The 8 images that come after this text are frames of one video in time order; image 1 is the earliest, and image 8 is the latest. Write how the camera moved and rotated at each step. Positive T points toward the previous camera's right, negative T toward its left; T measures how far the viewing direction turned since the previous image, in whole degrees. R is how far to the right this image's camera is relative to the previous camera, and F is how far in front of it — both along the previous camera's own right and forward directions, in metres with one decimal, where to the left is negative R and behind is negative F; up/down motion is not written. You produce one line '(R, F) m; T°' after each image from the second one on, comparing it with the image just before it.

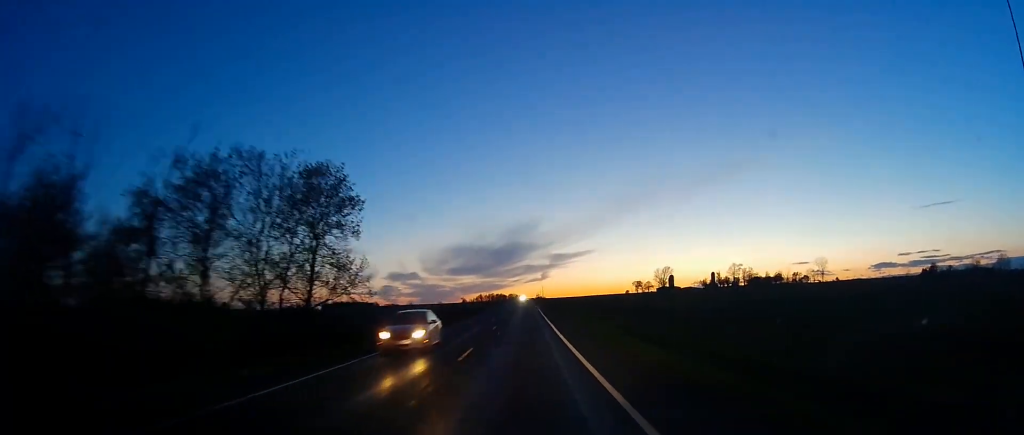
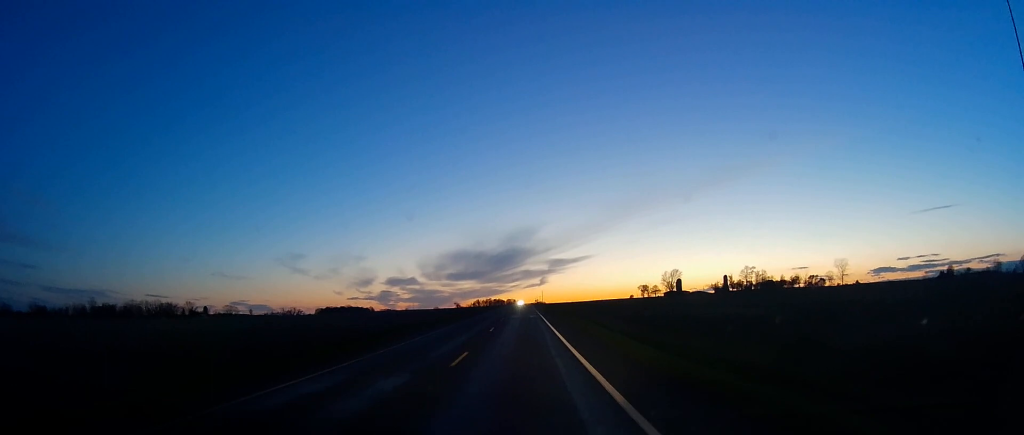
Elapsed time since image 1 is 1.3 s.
(0.0, +33.2) m; 0°
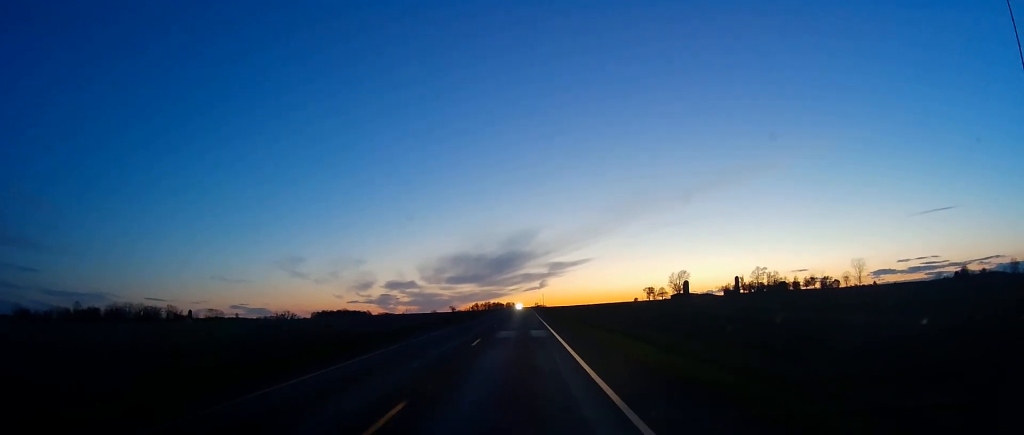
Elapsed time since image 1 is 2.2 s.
(0.0, +25.4) m; 0°
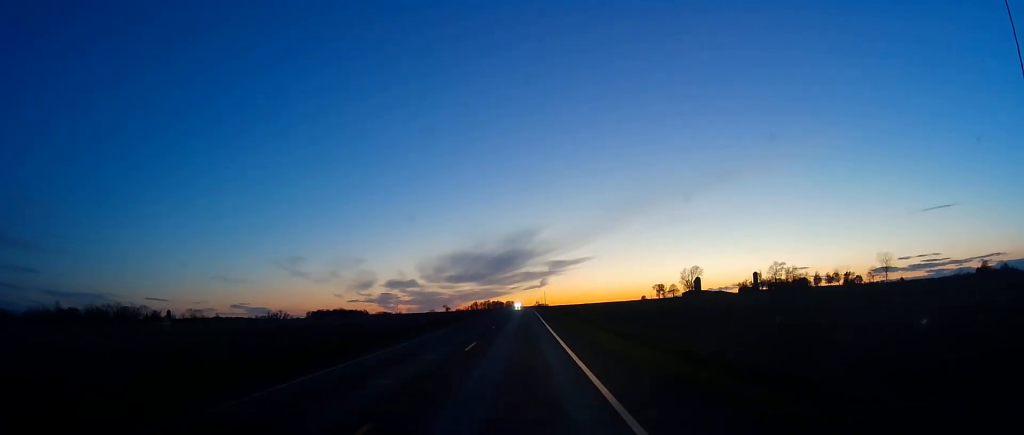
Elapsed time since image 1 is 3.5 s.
(0.0, +34.2) m; 0°
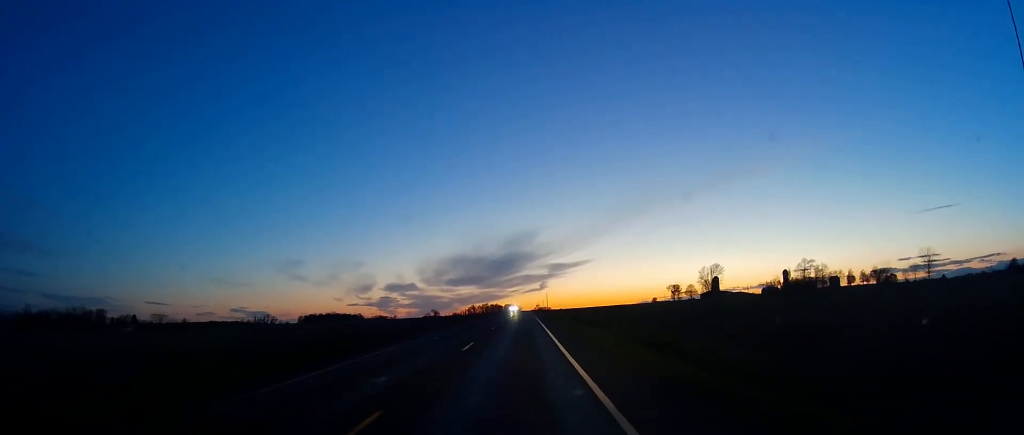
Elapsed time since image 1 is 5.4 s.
(0.0, +47.4) m; 0°
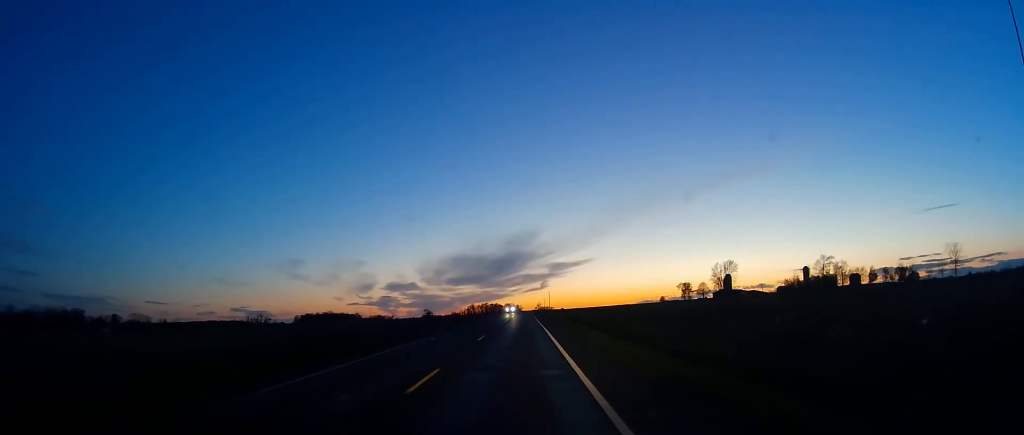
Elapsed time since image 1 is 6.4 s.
(0.0, +25.8) m; 0°
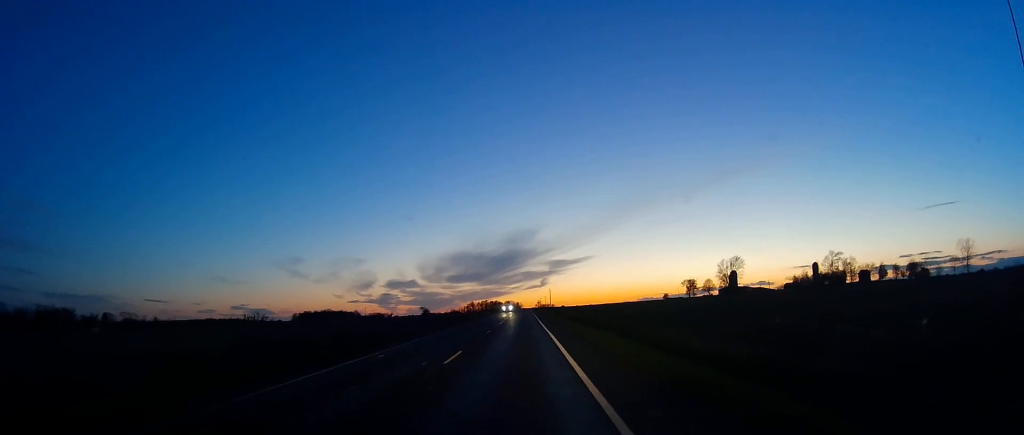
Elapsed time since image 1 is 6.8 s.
(0.0, +11.3) m; 0°
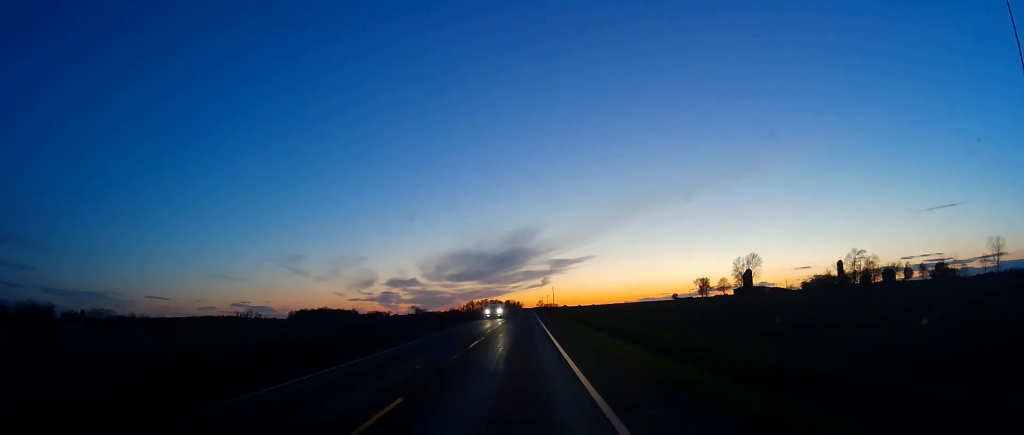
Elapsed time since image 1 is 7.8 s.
(0.0, +25.9) m; 0°
